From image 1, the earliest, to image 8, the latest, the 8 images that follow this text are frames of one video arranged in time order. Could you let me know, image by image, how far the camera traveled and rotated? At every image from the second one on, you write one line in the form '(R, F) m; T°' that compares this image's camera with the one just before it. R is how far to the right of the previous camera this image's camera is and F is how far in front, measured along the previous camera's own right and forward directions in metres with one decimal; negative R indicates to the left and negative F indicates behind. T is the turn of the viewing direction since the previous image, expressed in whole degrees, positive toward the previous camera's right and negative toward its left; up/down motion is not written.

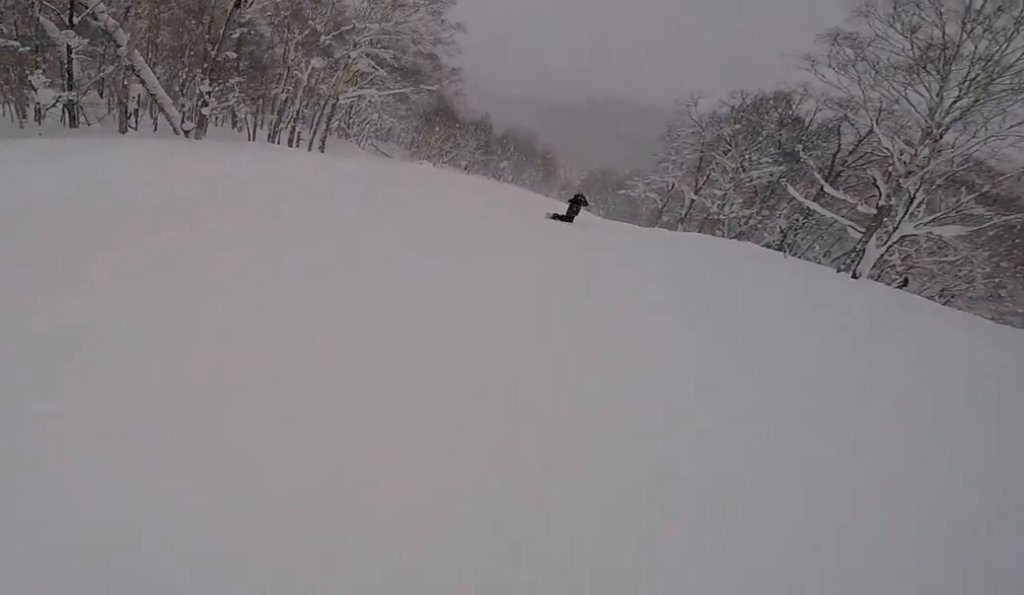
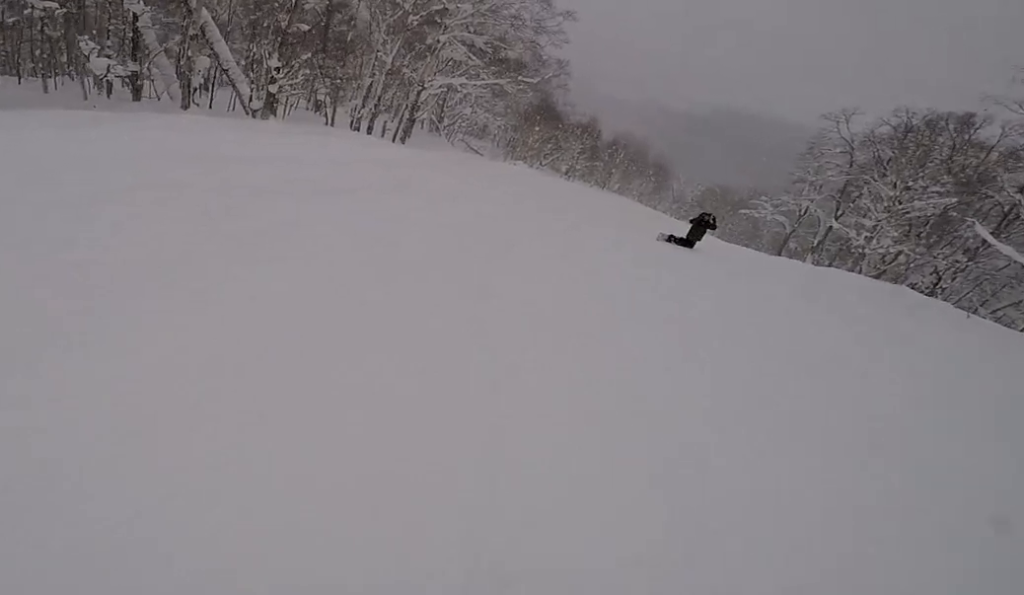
(-0.1, +3.5) m; -8°
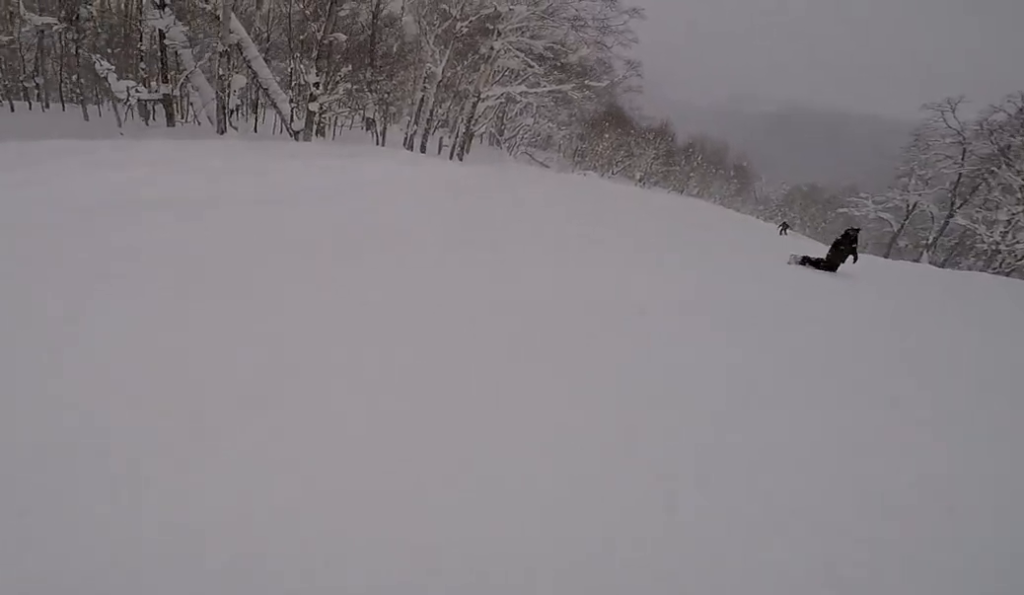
(-0.5, +3.0) m; -4°
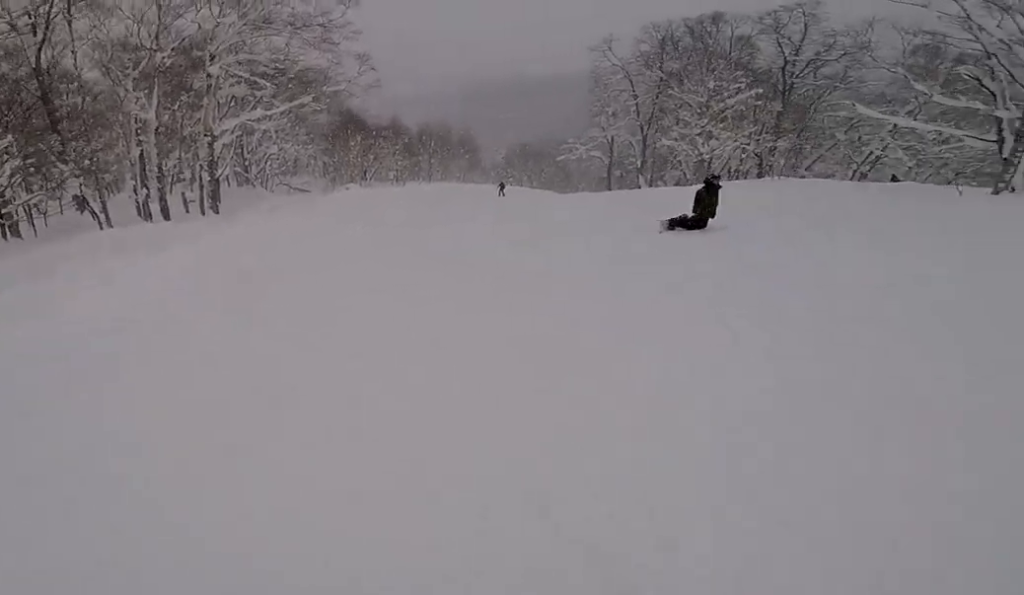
(-0.2, +4.5) m; +8°
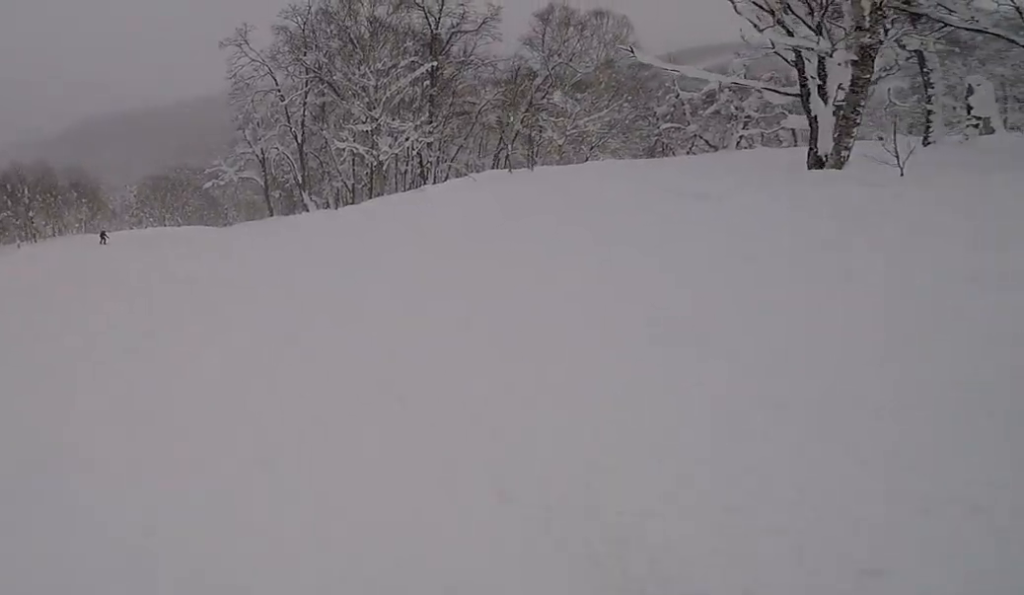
(+4.9, +10.3) m; +31°
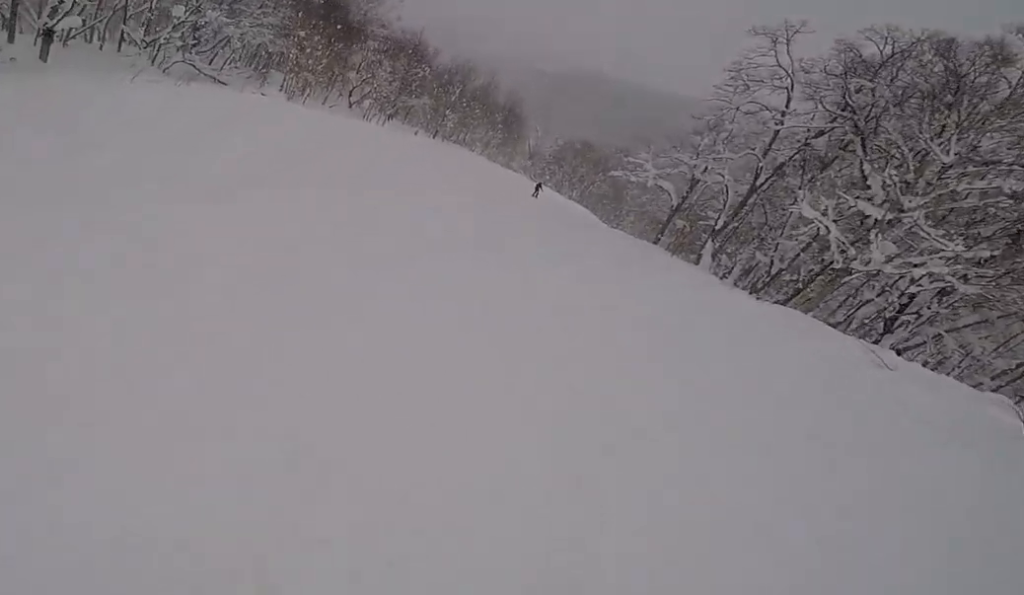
(-1.5, +7.1) m; -30°
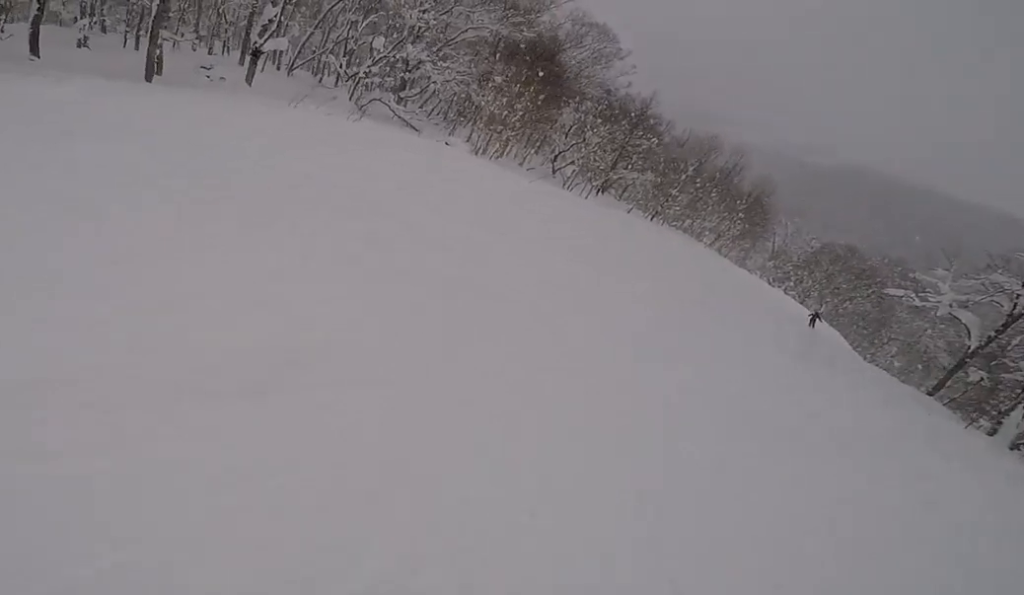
(-0.9, +4.5) m; -13°
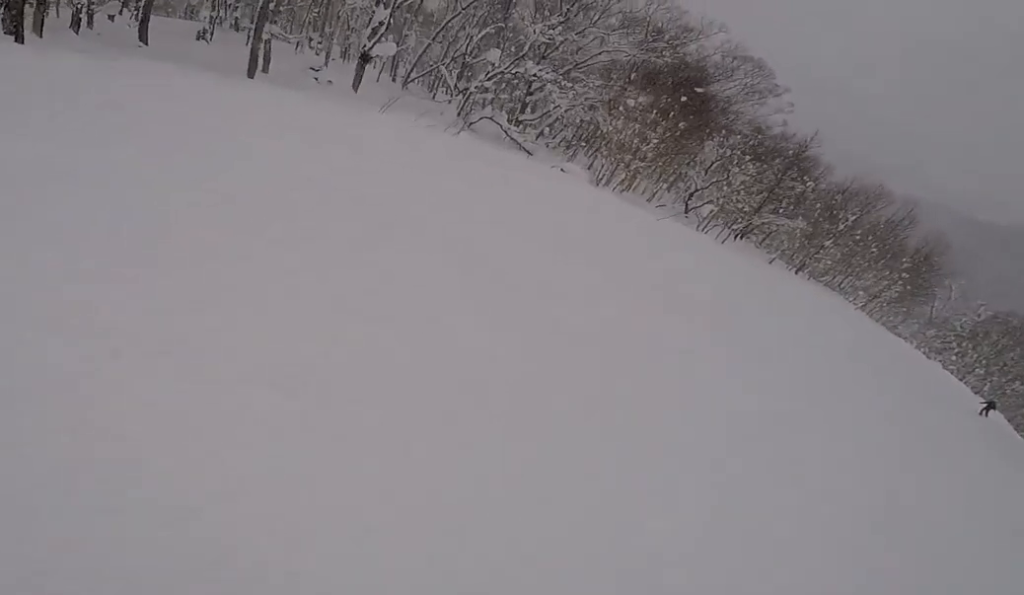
(-0.2, +2.9) m; -2°
